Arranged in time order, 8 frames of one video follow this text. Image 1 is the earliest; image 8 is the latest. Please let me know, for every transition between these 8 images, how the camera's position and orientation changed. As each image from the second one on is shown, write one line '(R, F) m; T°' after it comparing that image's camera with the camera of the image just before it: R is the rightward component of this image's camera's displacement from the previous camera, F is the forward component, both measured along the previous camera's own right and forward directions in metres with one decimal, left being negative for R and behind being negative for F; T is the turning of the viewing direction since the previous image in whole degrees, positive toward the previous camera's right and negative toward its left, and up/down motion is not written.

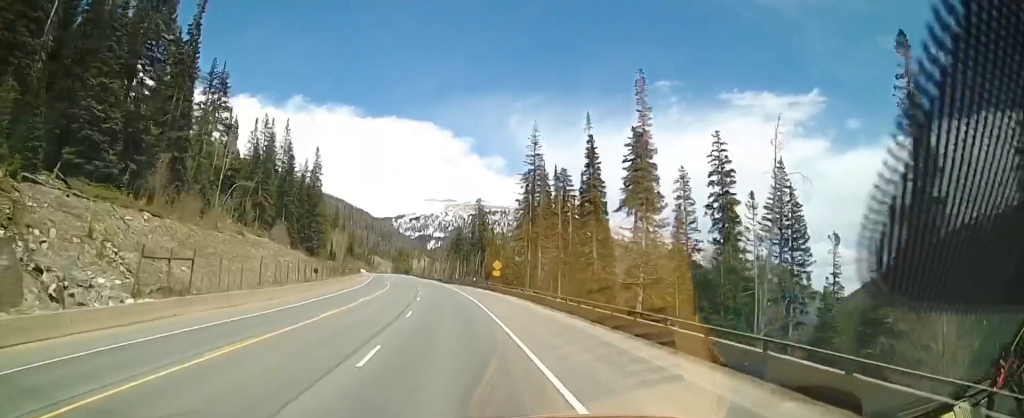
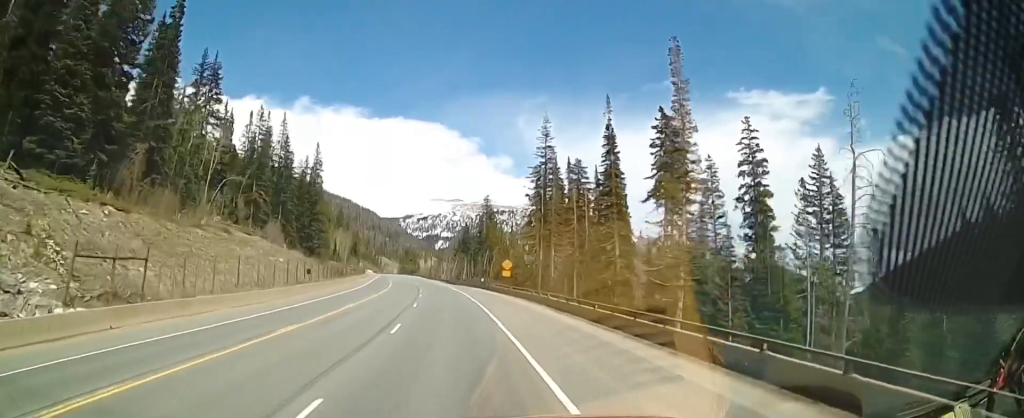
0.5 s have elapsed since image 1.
(+0.1, +5.9) m; -1°
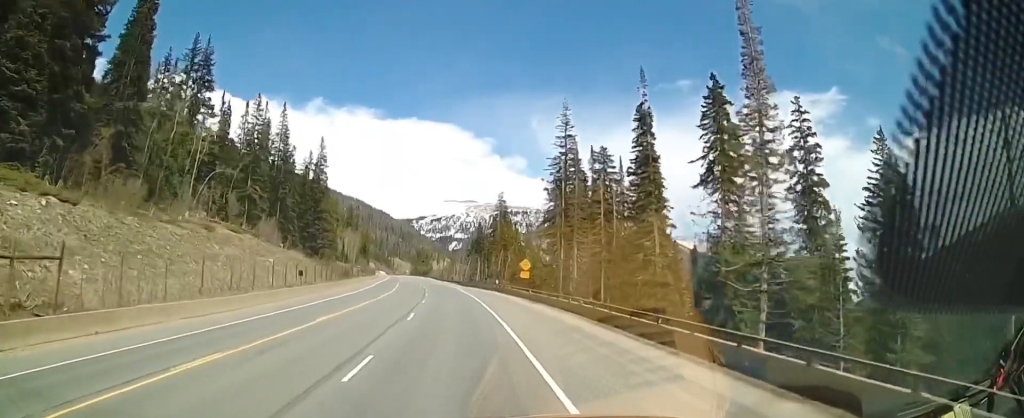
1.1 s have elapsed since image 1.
(+0.2, +7.6) m; -1°
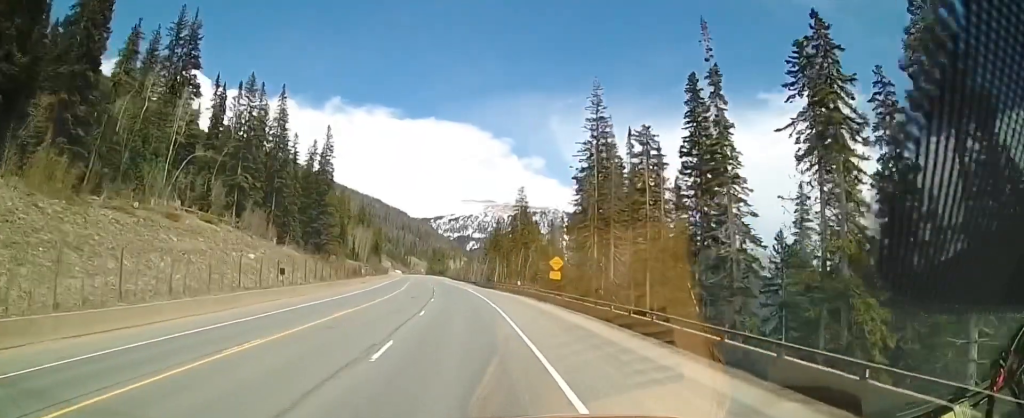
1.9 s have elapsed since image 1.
(-0.5, +10.3) m; -1°
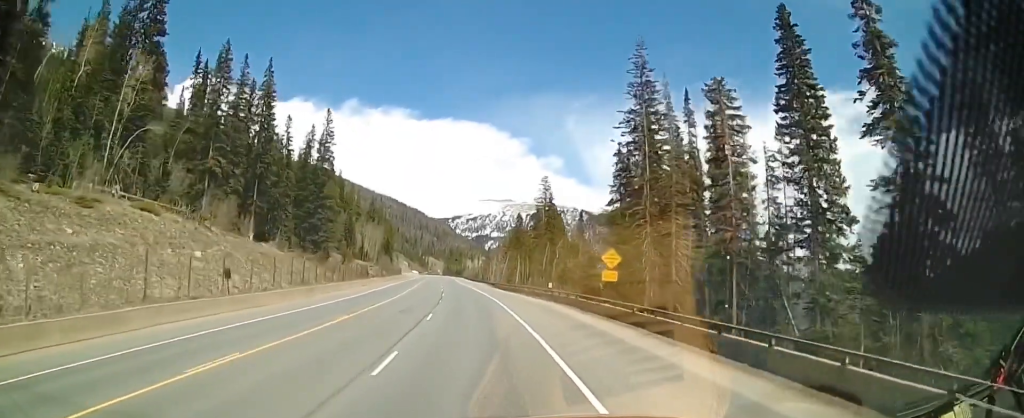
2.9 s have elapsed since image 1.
(+0.4, +13.7) m; -1°
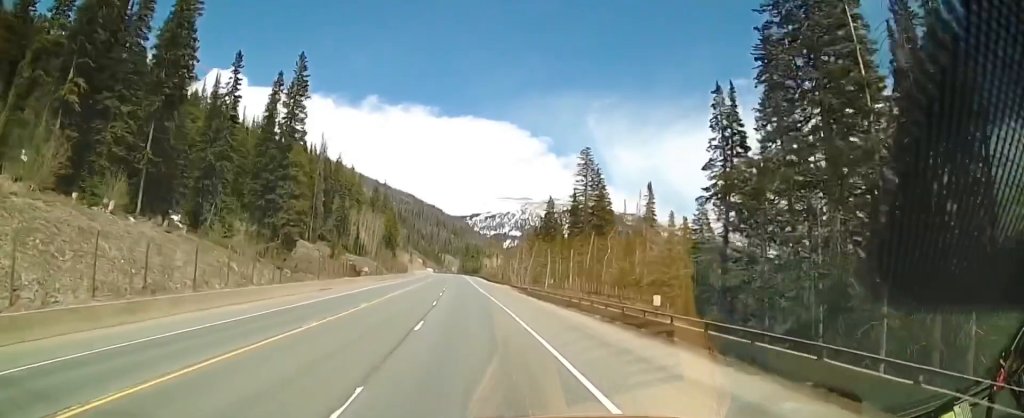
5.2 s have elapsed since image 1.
(-1.0, +29.8) m; -1°
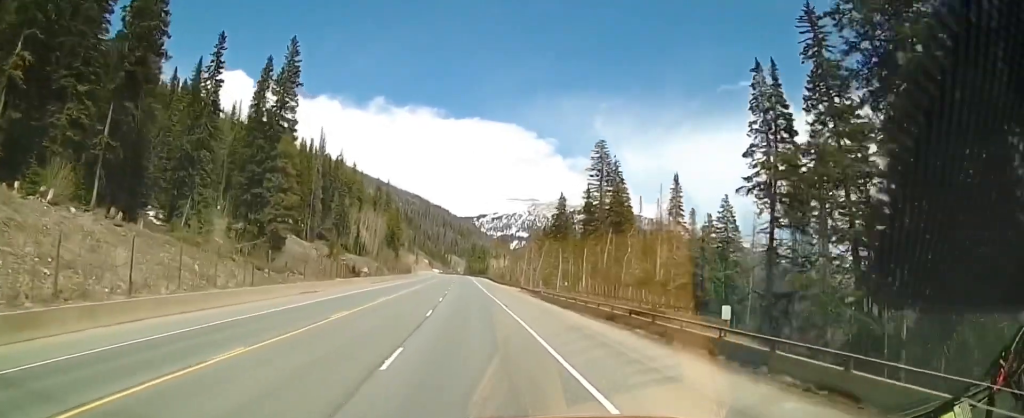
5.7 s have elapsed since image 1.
(0.0, +7.0) m; -1°
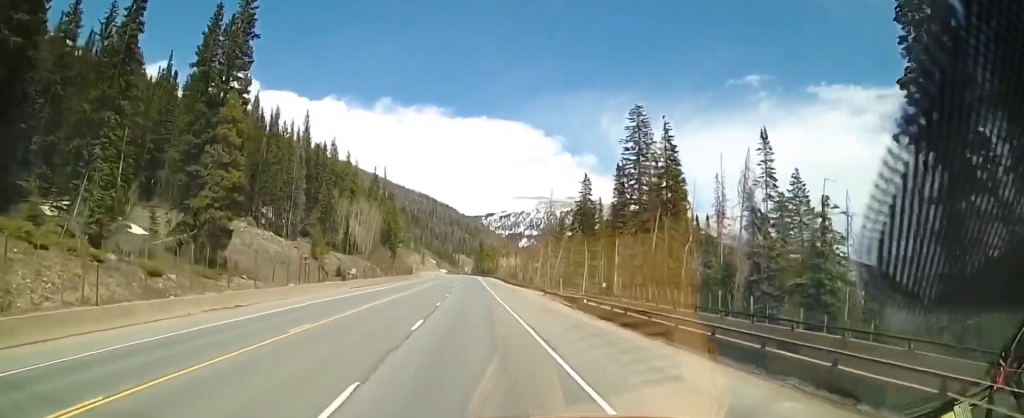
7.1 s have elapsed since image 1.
(-0.4, +18.0) m; -3°
